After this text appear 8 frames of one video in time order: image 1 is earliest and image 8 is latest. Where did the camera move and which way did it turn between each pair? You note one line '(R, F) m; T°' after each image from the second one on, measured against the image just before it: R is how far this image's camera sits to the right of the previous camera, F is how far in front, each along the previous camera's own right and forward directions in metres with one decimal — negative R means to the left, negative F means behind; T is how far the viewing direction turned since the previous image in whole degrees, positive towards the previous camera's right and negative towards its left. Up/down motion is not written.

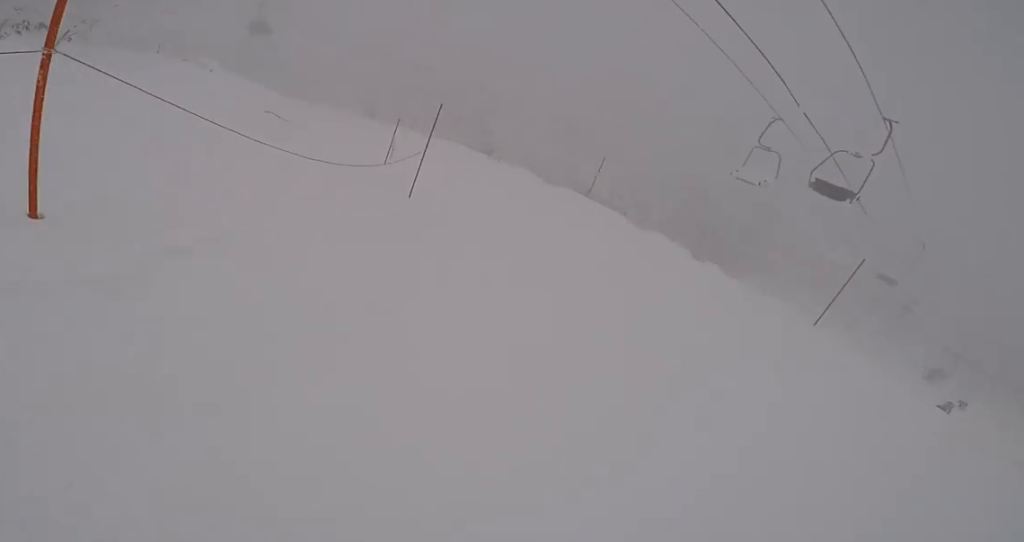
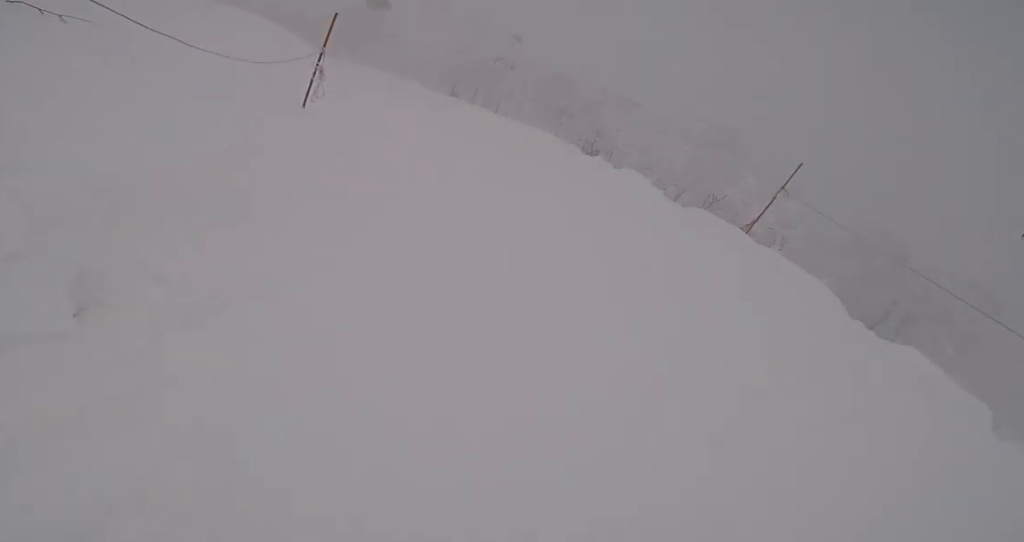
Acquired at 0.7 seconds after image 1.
(-0.3, +6.0) m; -19°
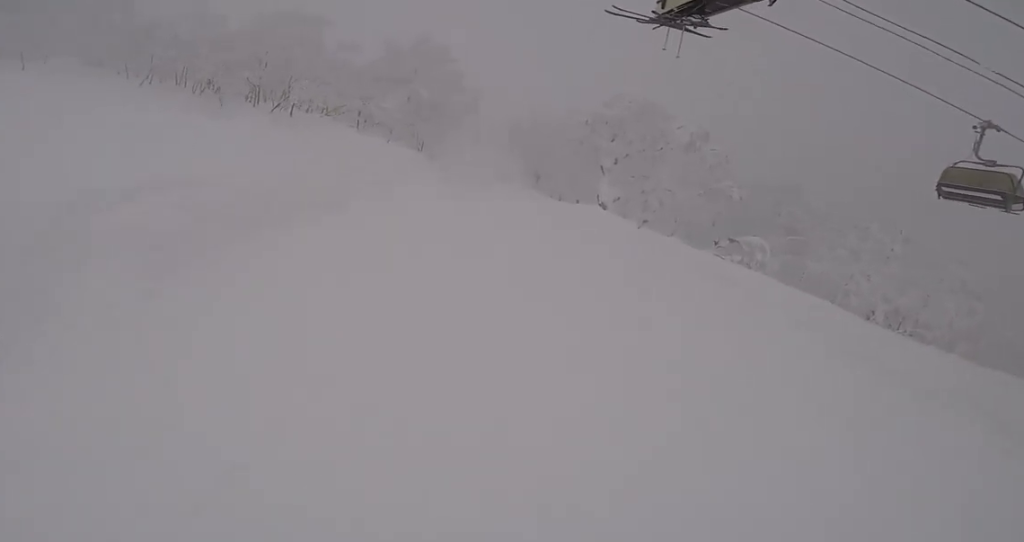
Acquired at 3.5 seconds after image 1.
(-4.4, +22.0) m; -23°
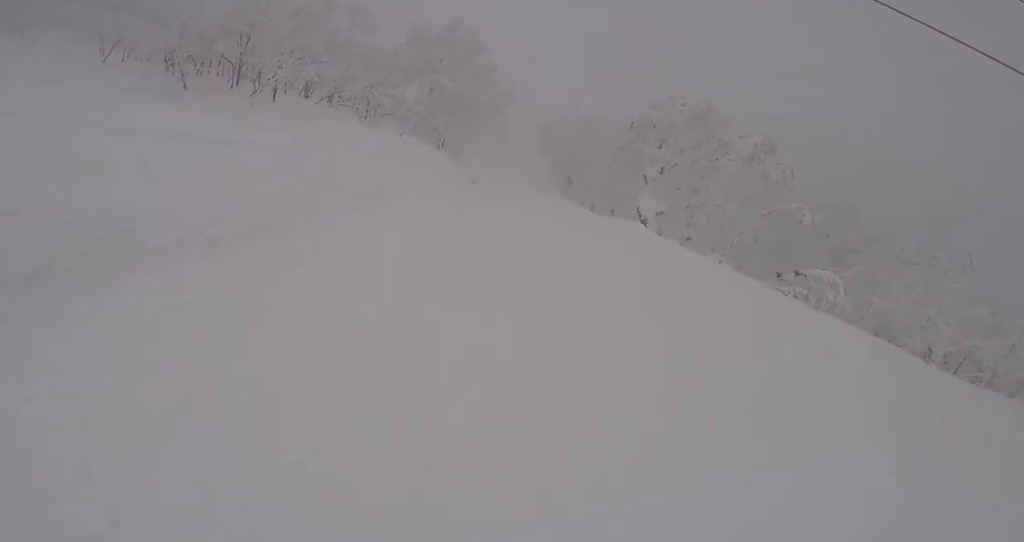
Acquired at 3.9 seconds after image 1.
(-0.2, +3.0) m; -5°
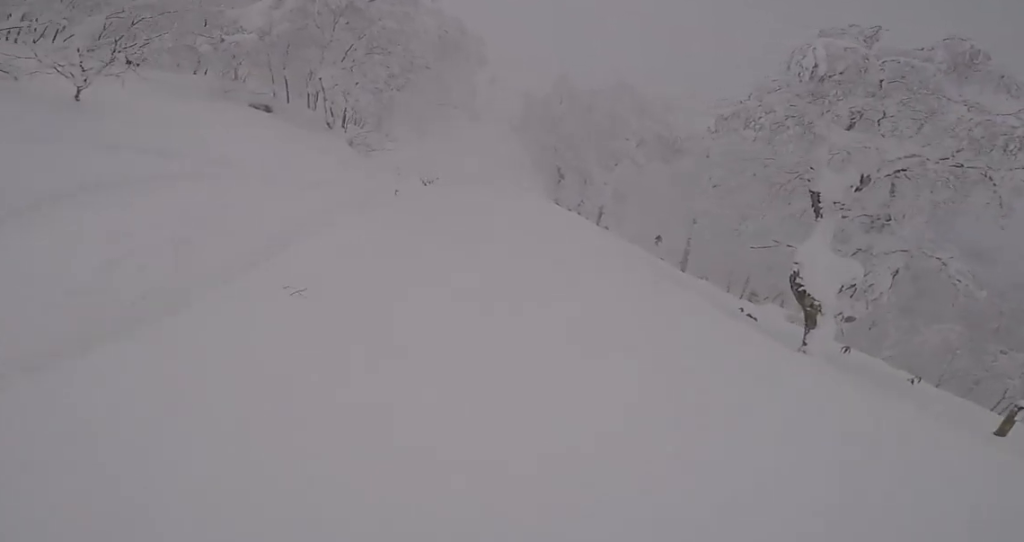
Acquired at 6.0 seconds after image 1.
(+0.1, +15.1) m; +6°
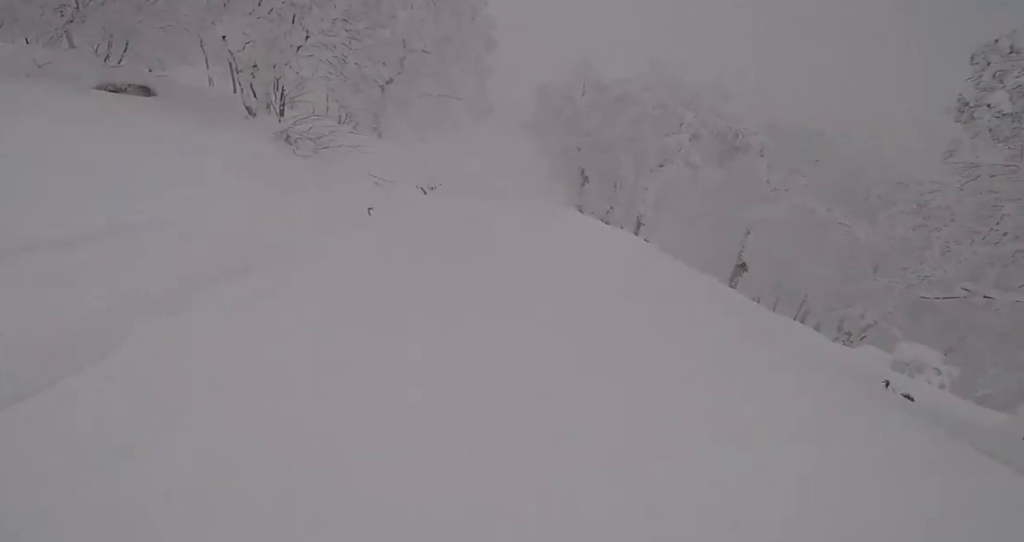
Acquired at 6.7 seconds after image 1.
(0.0, +5.3) m; 0°
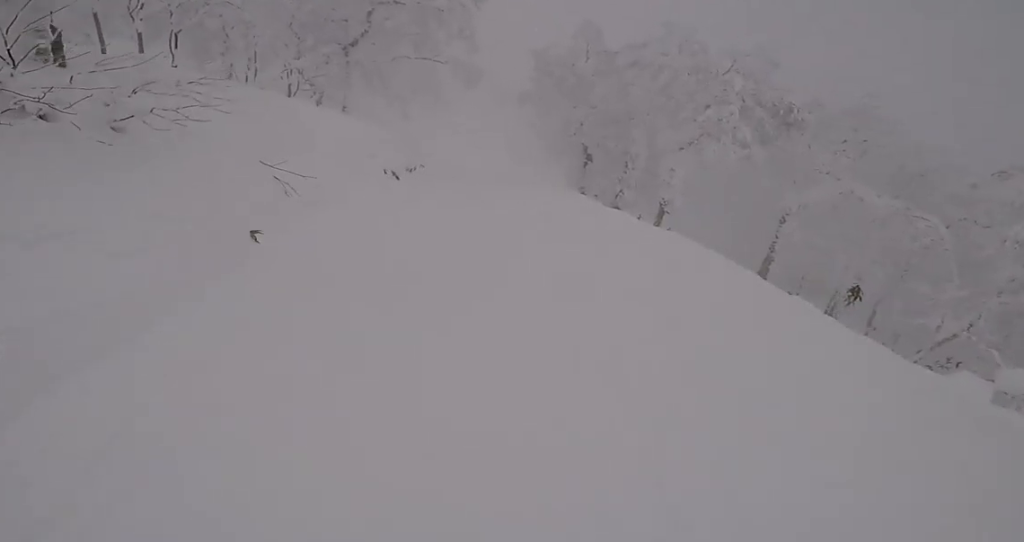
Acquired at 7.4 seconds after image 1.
(0.0, +4.8) m; -5°
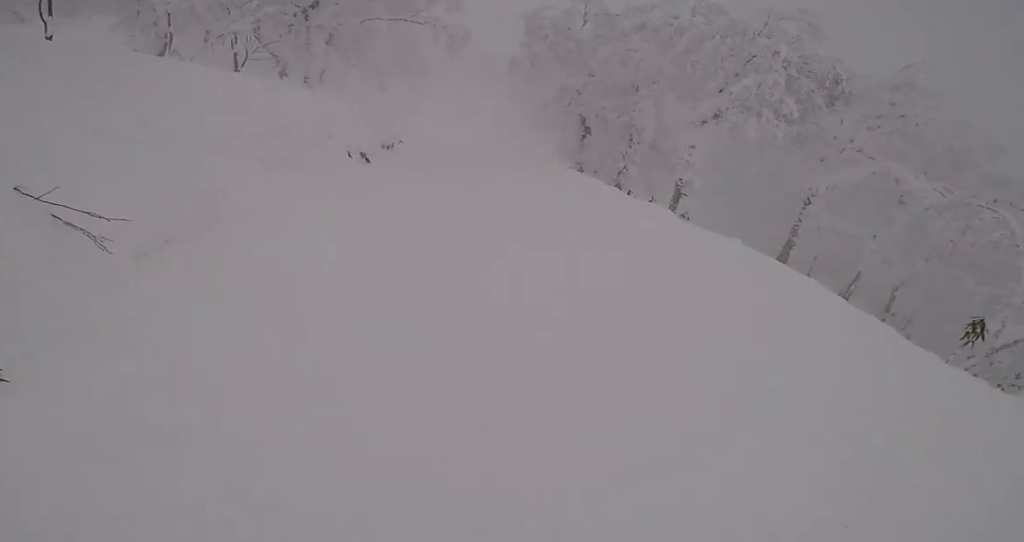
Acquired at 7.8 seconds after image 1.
(0.0, +2.9) m; -2°
